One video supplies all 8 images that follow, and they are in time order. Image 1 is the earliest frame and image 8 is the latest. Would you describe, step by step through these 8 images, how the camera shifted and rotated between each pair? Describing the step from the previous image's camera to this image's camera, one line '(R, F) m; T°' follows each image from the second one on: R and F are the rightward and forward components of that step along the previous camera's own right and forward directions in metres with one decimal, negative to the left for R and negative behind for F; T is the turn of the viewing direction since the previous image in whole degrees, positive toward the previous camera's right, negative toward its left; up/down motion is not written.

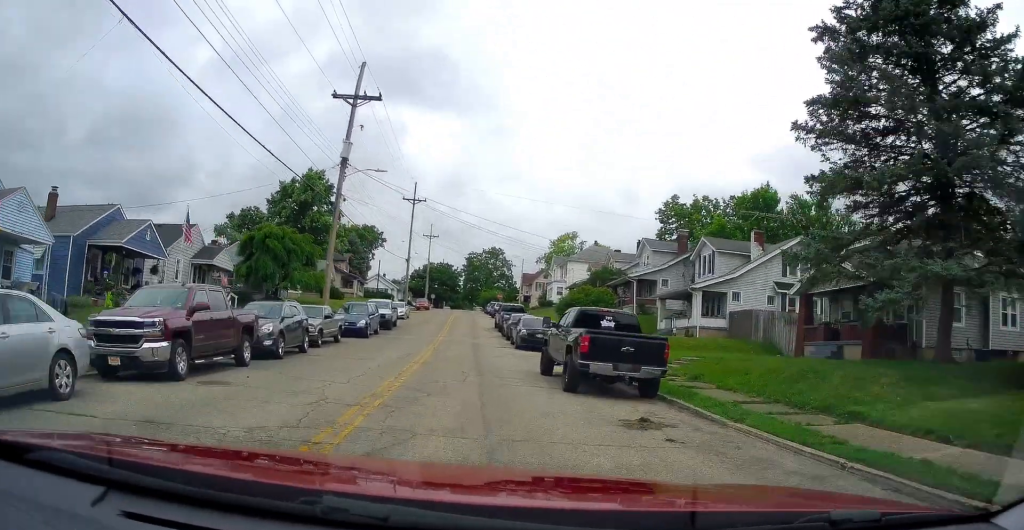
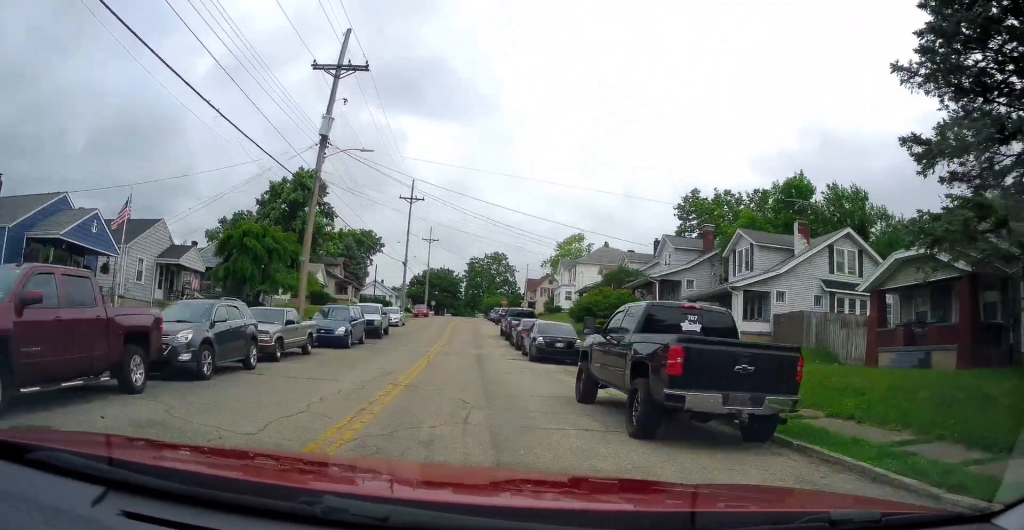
(+0.1, +5.3) m; +1°
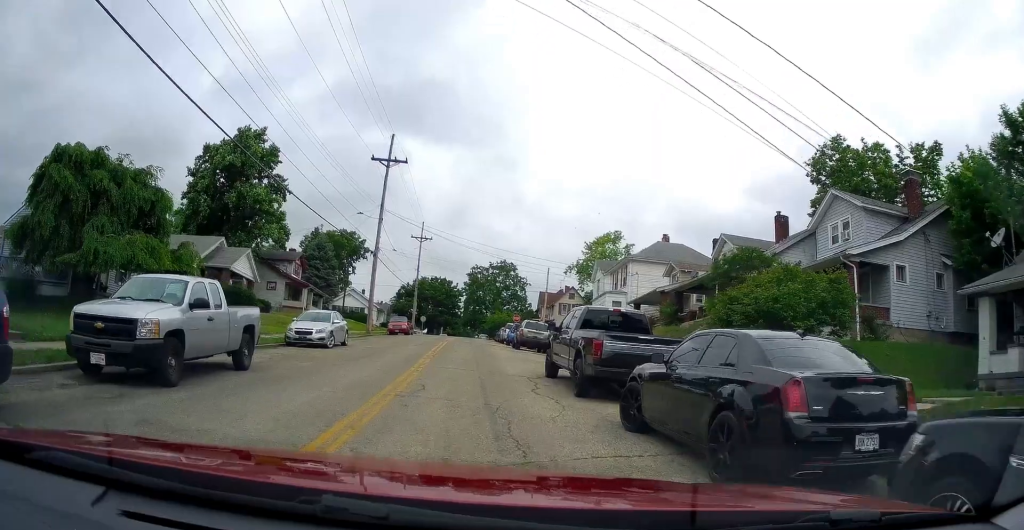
(0.0, +23.0) m; 0°
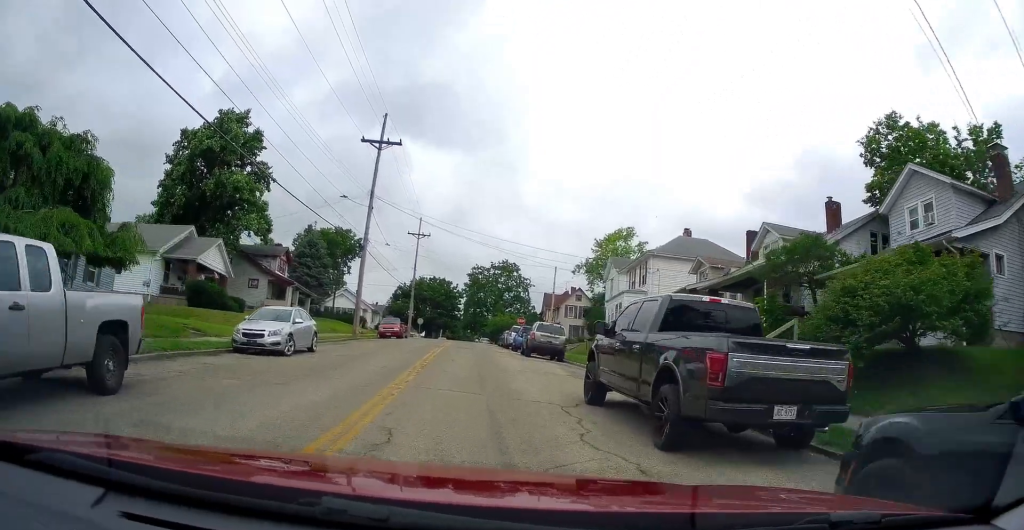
(0.0, +5.4) m; 0°
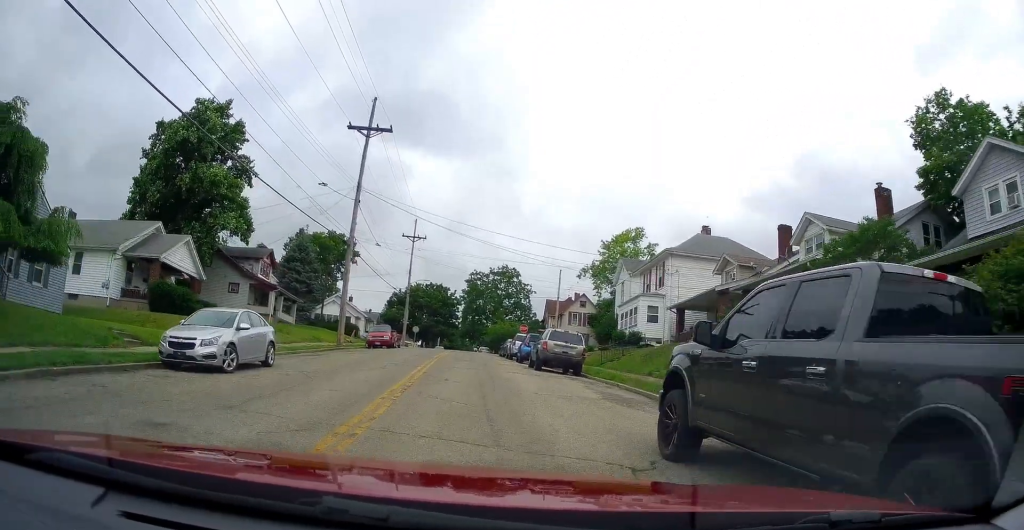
(0.0, +4.4) m; 0°
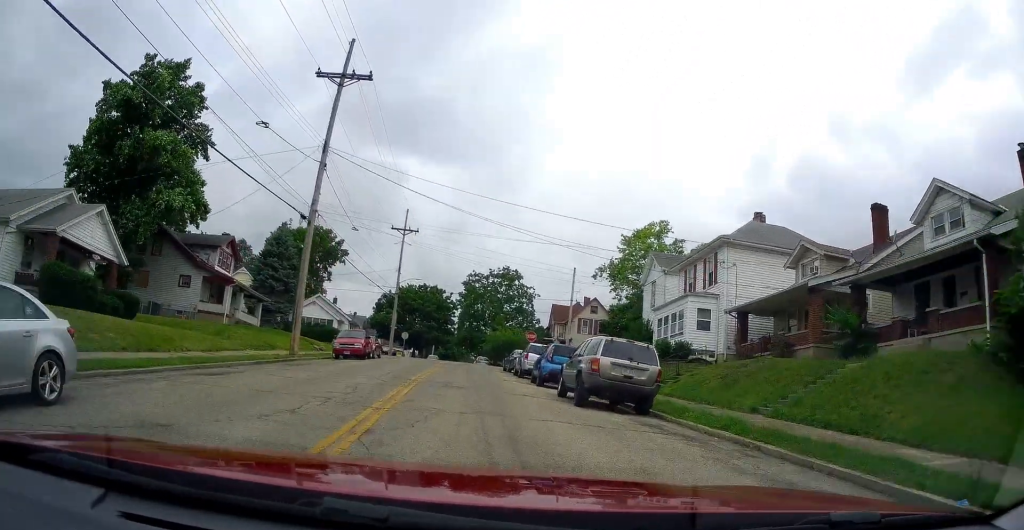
(0.0, +9.0) m; 0°
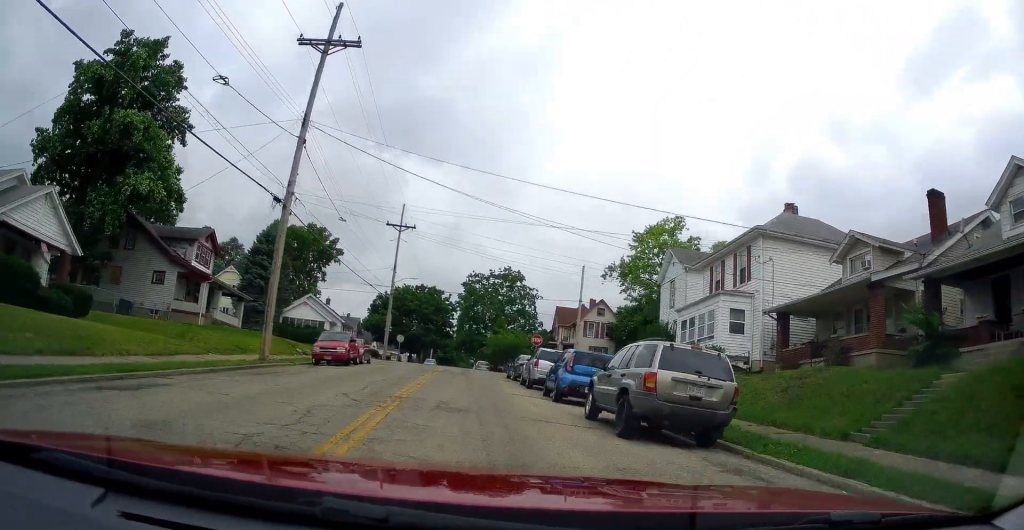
(0.0, +3.9) m; 0°
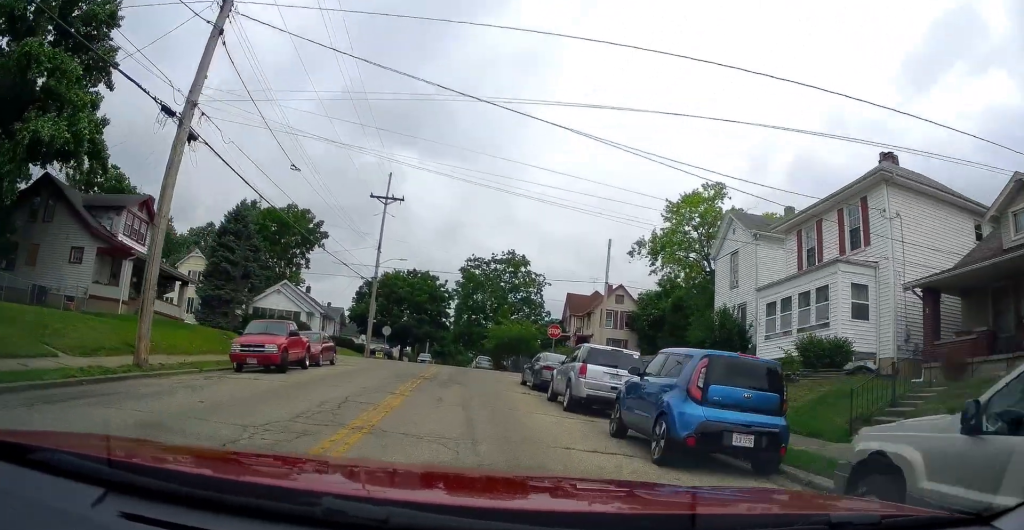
(0.0, +9.1) m; 0°
